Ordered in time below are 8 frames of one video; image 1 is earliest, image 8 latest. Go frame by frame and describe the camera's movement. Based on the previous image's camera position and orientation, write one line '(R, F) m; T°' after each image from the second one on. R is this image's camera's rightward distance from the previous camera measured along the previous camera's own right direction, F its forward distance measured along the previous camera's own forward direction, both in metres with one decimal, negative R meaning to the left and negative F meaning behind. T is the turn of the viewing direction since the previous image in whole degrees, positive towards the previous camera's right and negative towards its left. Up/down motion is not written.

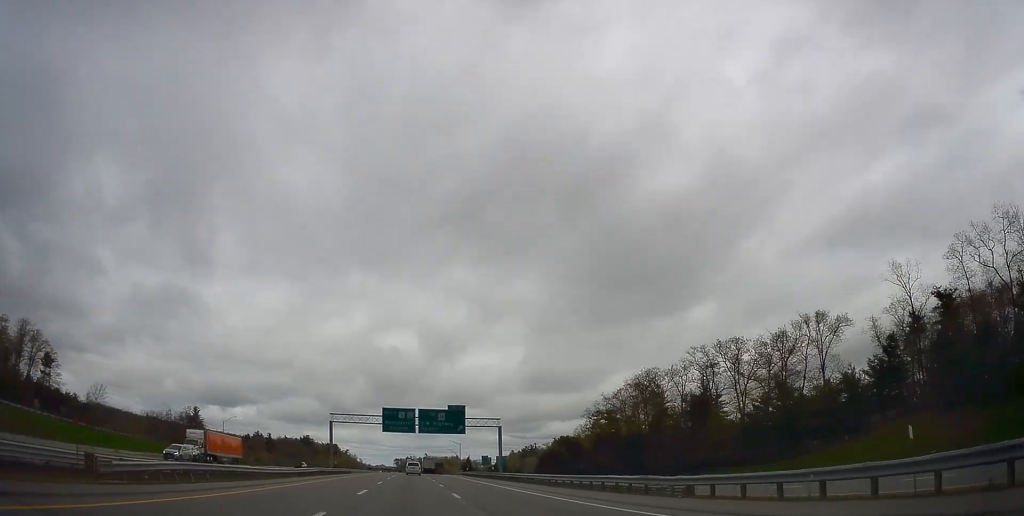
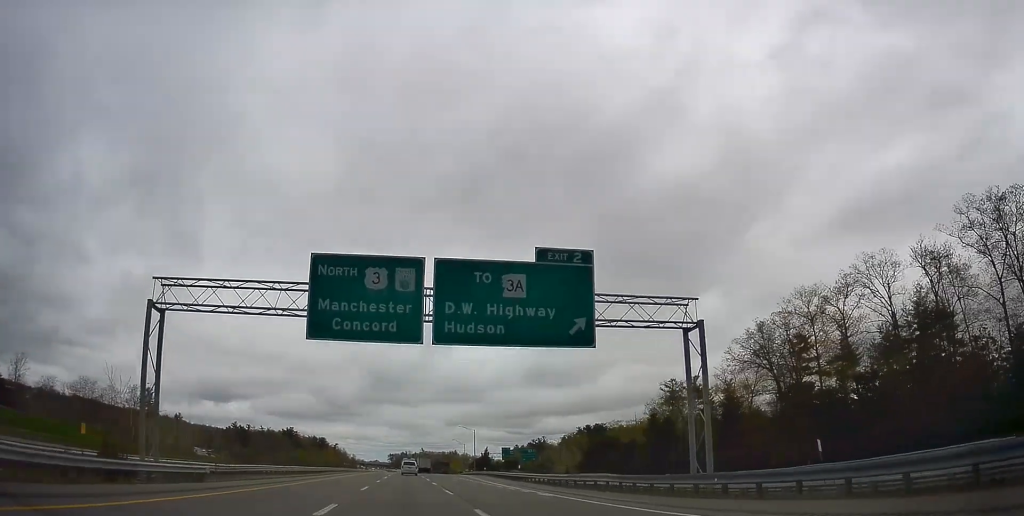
(-0.6, +58.5) m; -1°
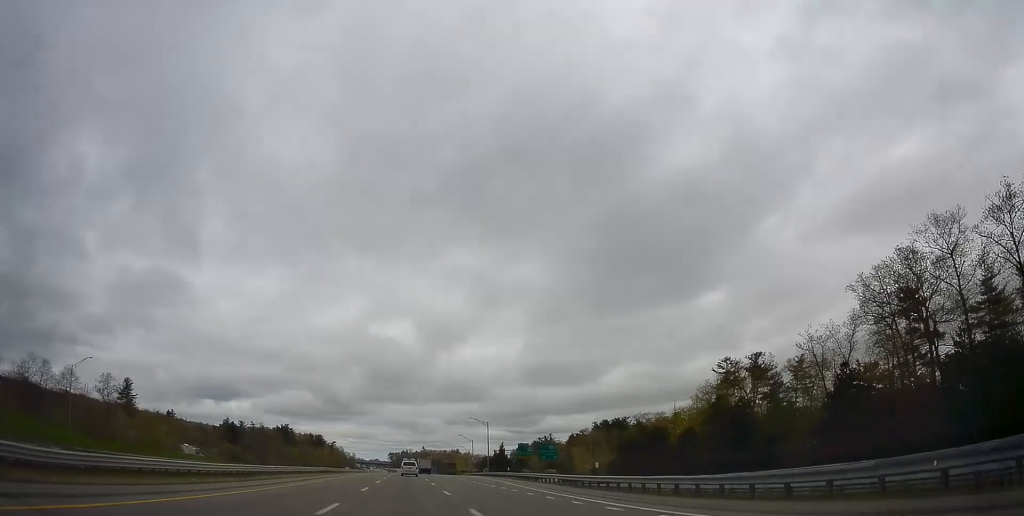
(-0.2, +23.9) m; 0°
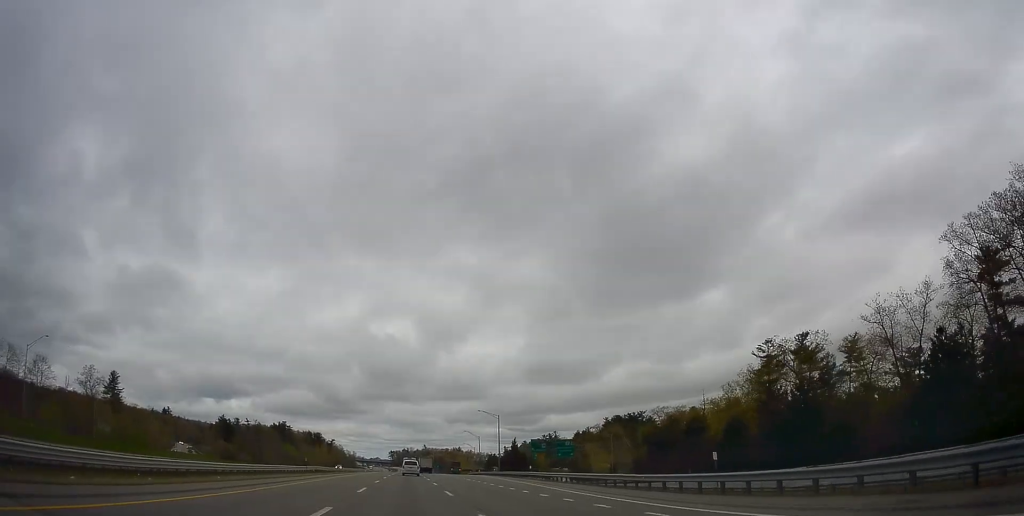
(+0.1, +13.9) m; 0°
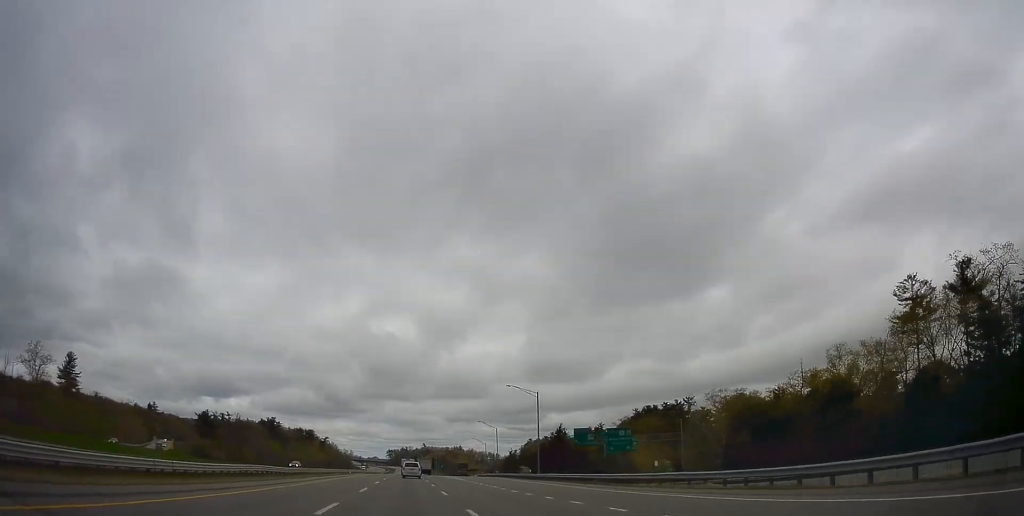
(-0.1, +34.7) m; 0°
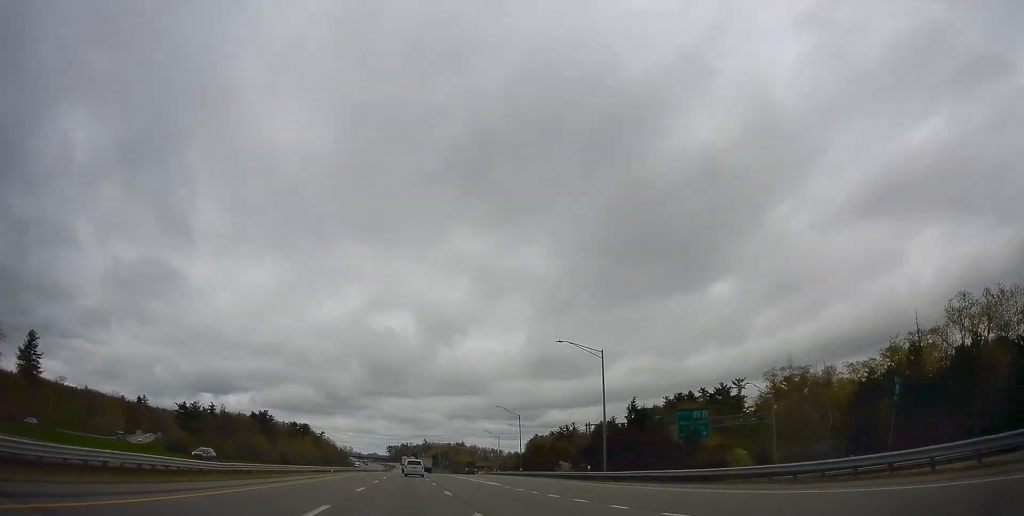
(0.0, +26.3) m; 0°
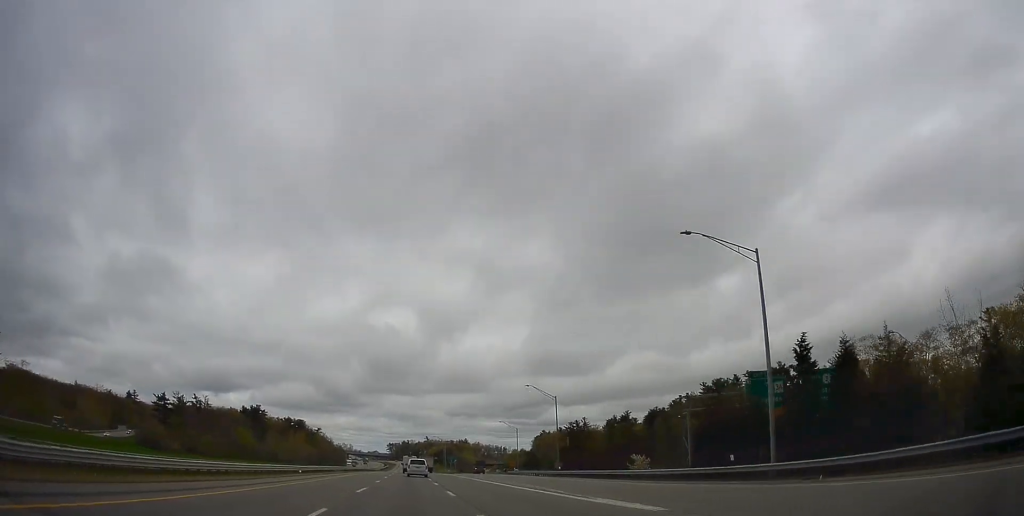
(+0.2, +25.2) m; 0°
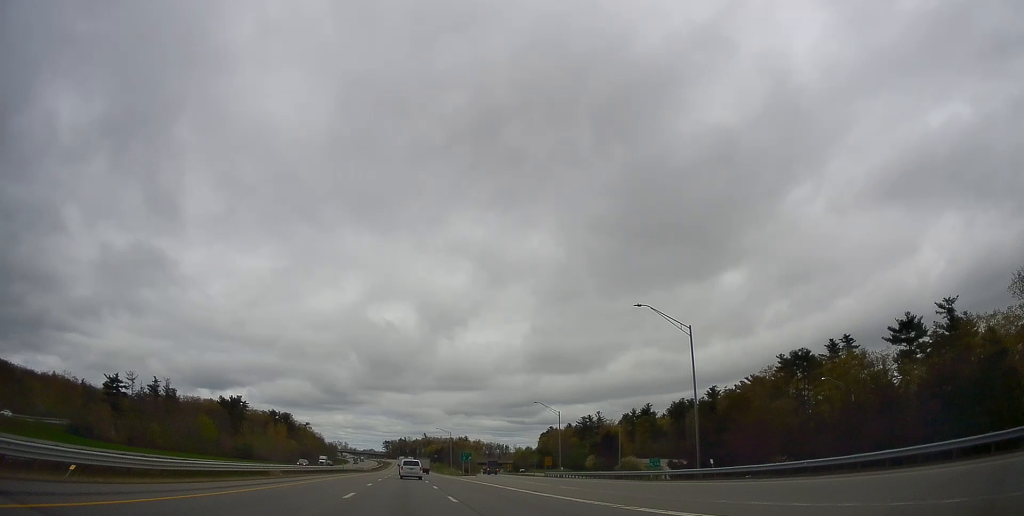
(0.0, +39.8) m; 0°
